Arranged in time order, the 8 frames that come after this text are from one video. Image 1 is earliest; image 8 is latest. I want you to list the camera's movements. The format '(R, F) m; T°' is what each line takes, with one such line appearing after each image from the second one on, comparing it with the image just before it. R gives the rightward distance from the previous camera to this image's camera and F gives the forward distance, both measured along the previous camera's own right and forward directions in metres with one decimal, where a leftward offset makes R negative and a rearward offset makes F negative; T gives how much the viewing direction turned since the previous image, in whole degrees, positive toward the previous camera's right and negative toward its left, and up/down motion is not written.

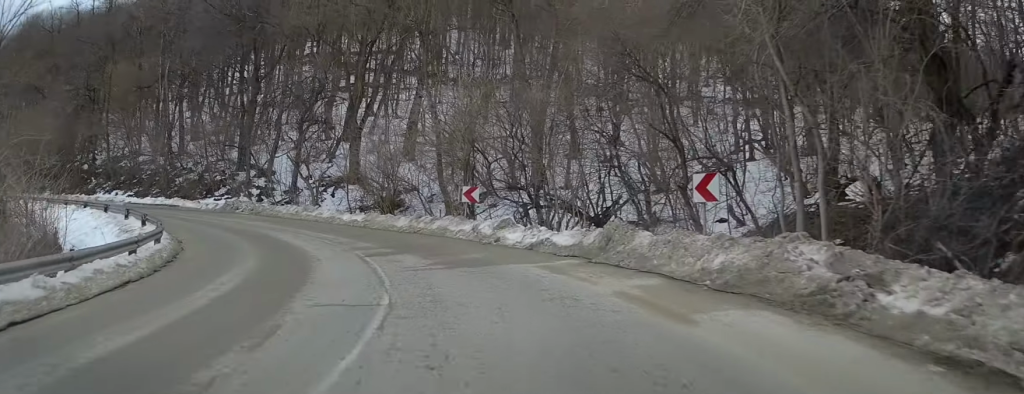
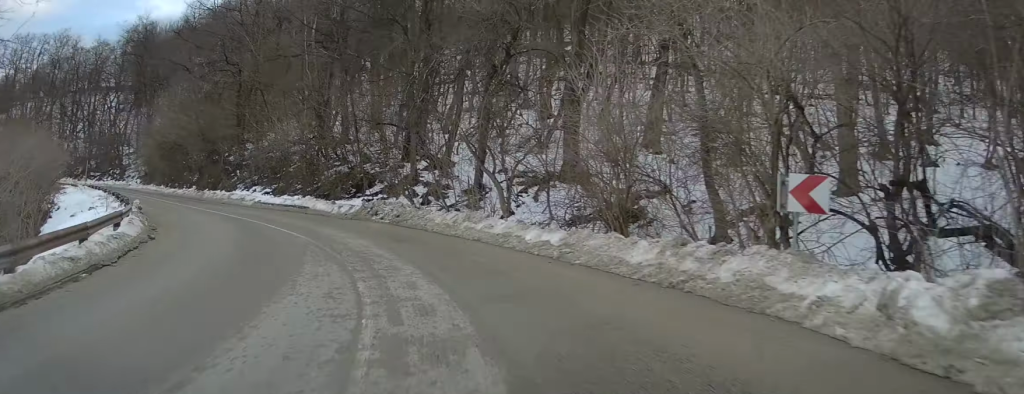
(-1.5, +14.9) m; -16°
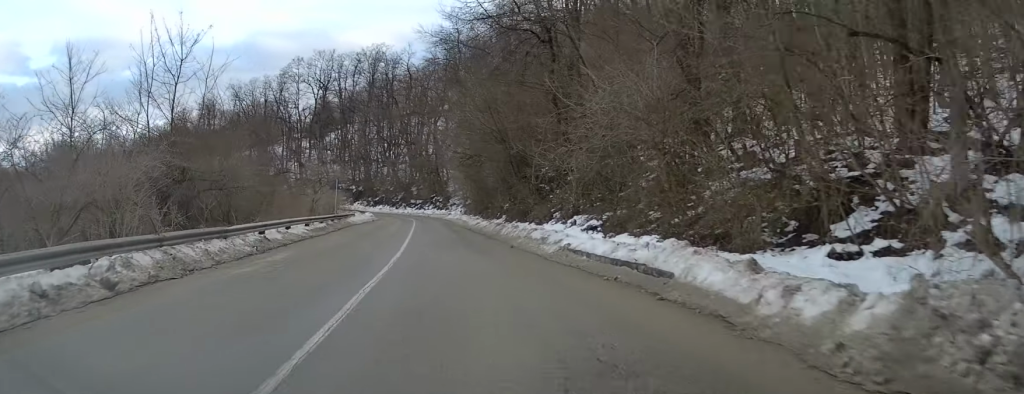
(-6.1, +20.6) m; -28°
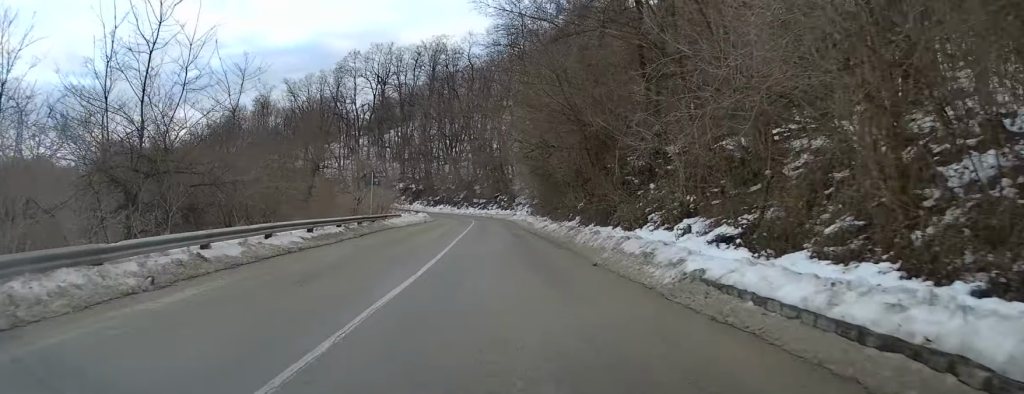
(-0.6, +7.8) m; -6°
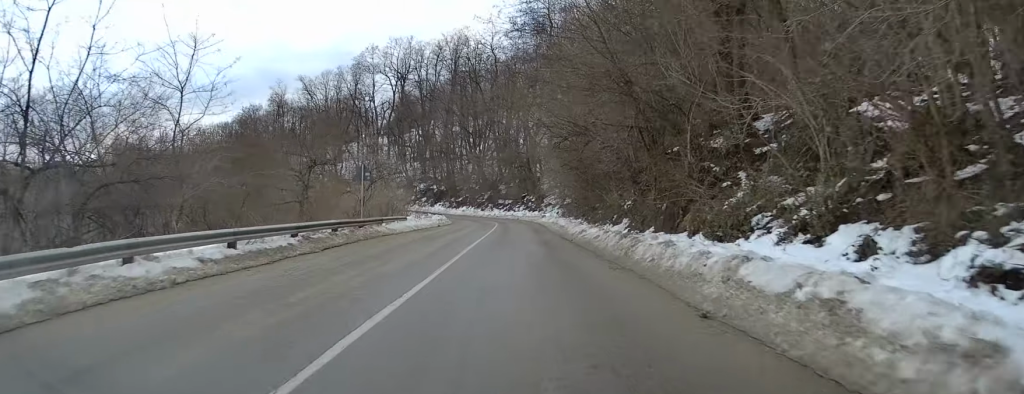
(-0.4, +7.5) m; -4°
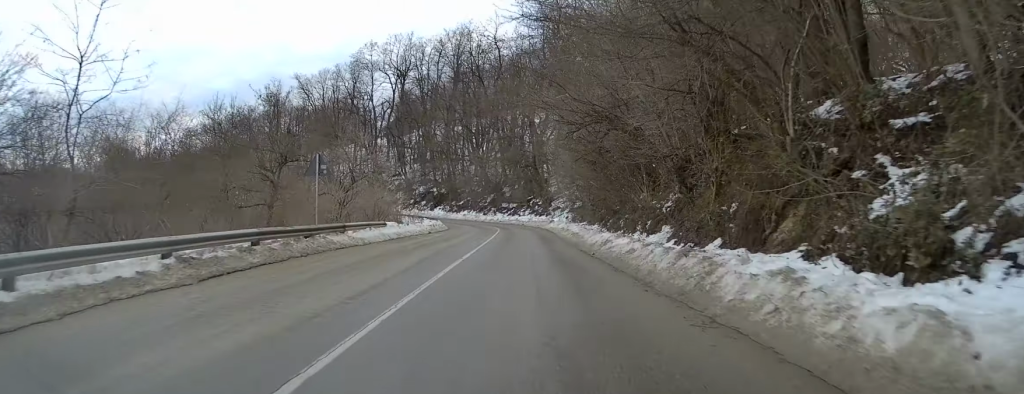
(-0.2, +6.8) m; -1°
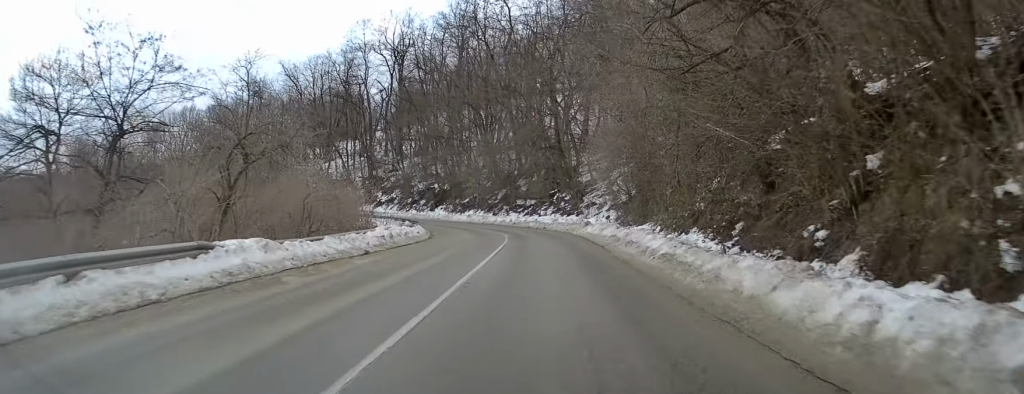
(-0.3, +18.9) m; -1°
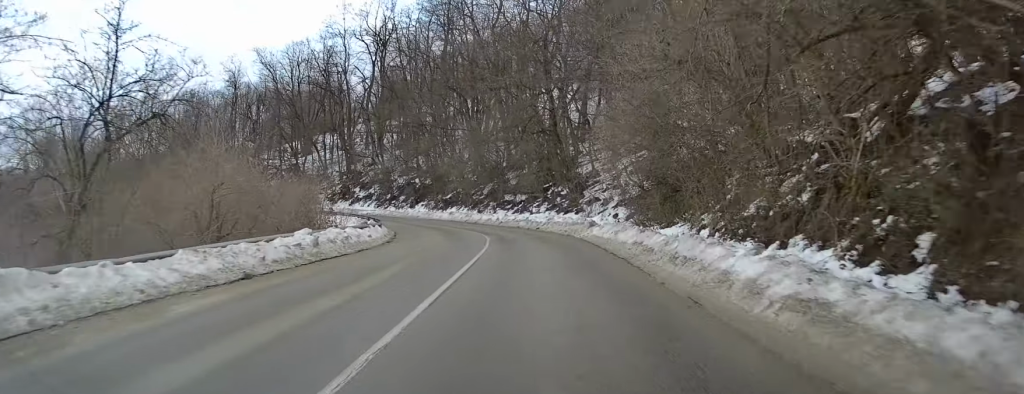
(0.0, +8.2) m; 0°
